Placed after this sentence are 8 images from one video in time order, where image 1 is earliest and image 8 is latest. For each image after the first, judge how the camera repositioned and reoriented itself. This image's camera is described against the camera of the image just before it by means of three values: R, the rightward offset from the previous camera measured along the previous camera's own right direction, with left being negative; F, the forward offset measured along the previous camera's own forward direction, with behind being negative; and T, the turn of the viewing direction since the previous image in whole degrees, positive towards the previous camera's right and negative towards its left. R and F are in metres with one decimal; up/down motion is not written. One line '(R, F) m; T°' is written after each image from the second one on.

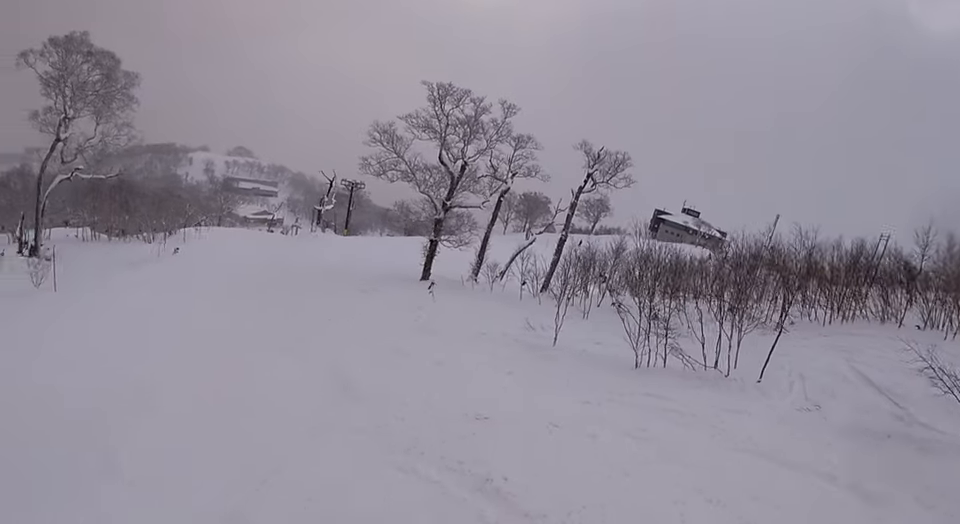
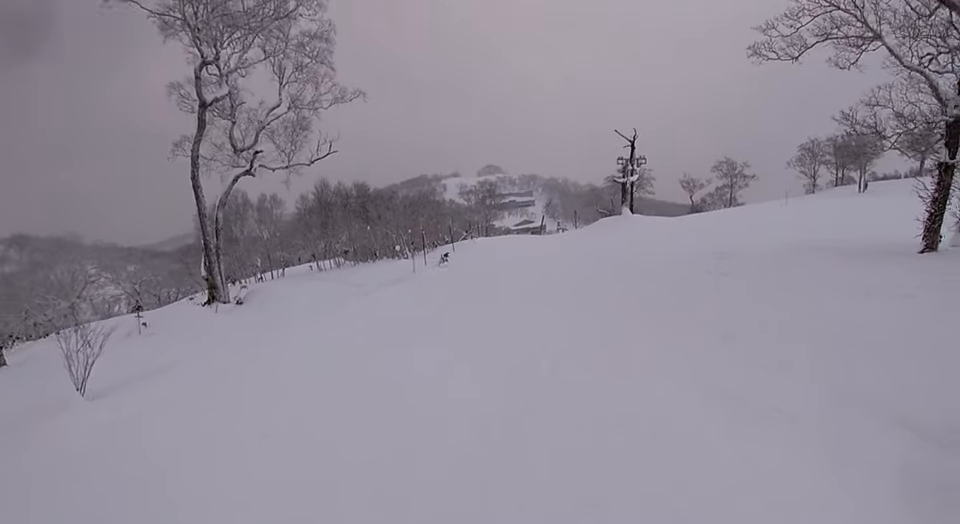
(-5.0, +19.0) m; +4°
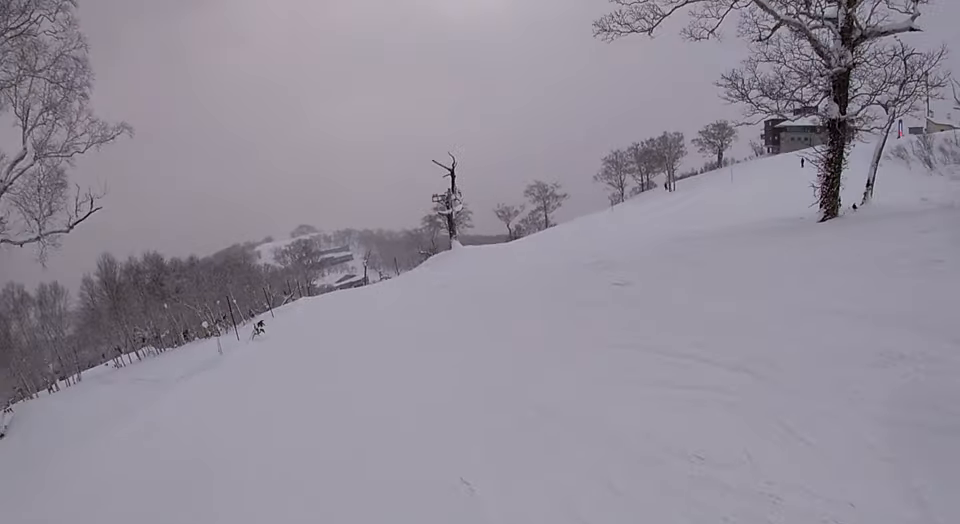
(+0.9, +4.2) m; +9°
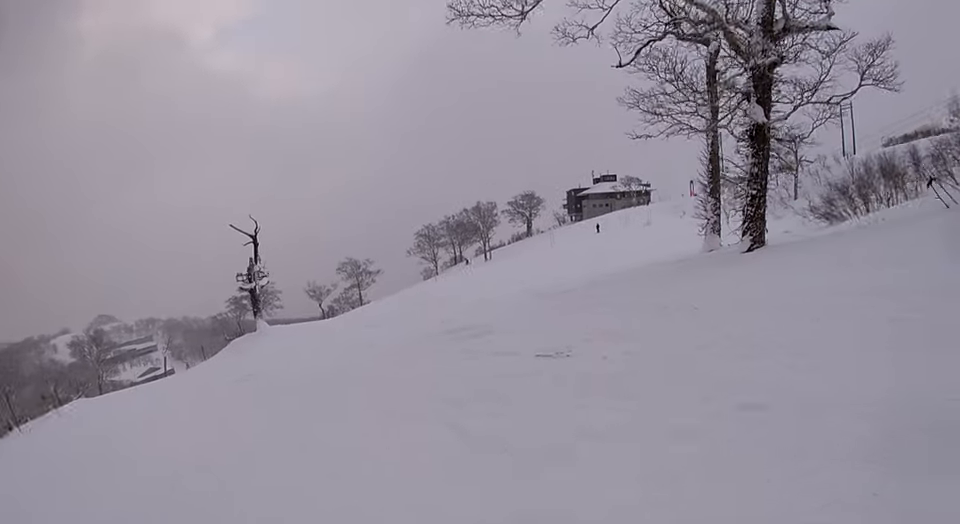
(+0.2, +5.3) m; +8°
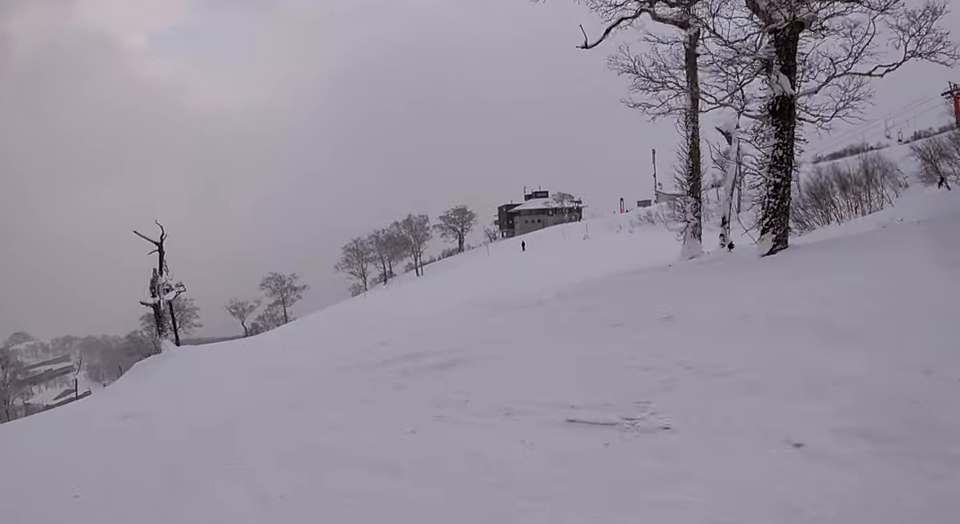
(-0.2, +3.2) m; +5°
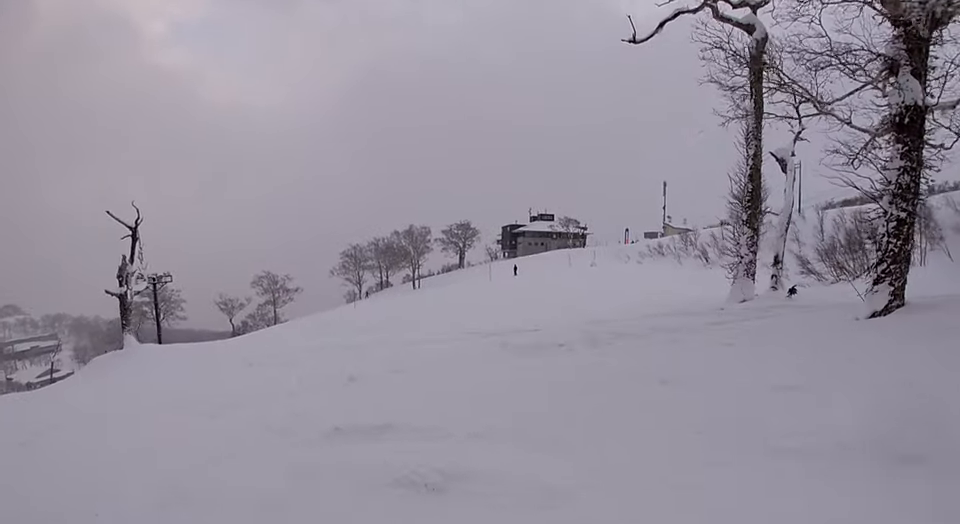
(+0.5, +2.9) m; +6°
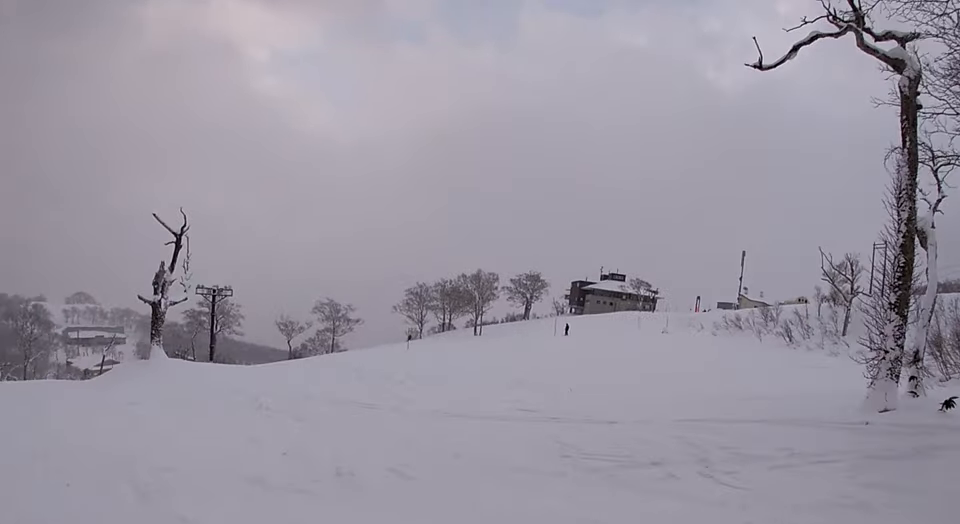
(+0.3, +3.5) m; +1°
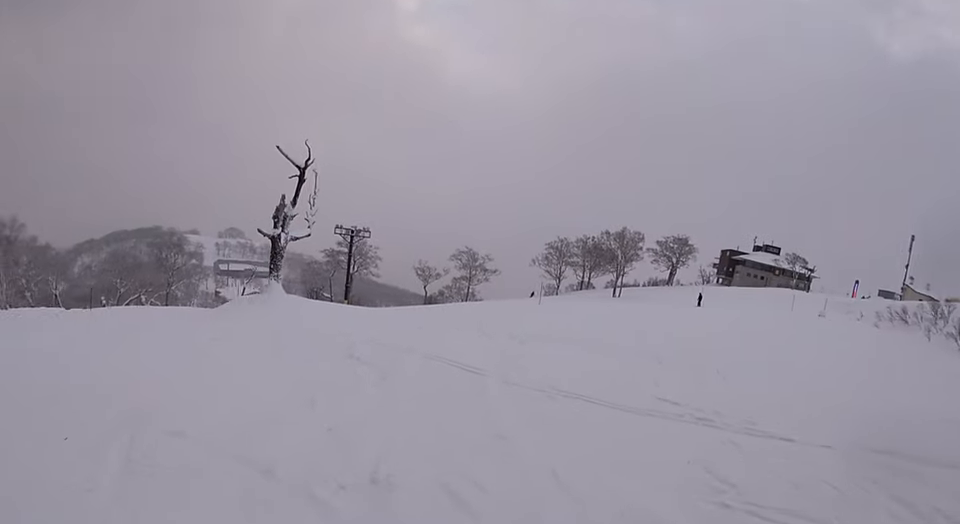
(+0.3, +2.7) m; -14°
